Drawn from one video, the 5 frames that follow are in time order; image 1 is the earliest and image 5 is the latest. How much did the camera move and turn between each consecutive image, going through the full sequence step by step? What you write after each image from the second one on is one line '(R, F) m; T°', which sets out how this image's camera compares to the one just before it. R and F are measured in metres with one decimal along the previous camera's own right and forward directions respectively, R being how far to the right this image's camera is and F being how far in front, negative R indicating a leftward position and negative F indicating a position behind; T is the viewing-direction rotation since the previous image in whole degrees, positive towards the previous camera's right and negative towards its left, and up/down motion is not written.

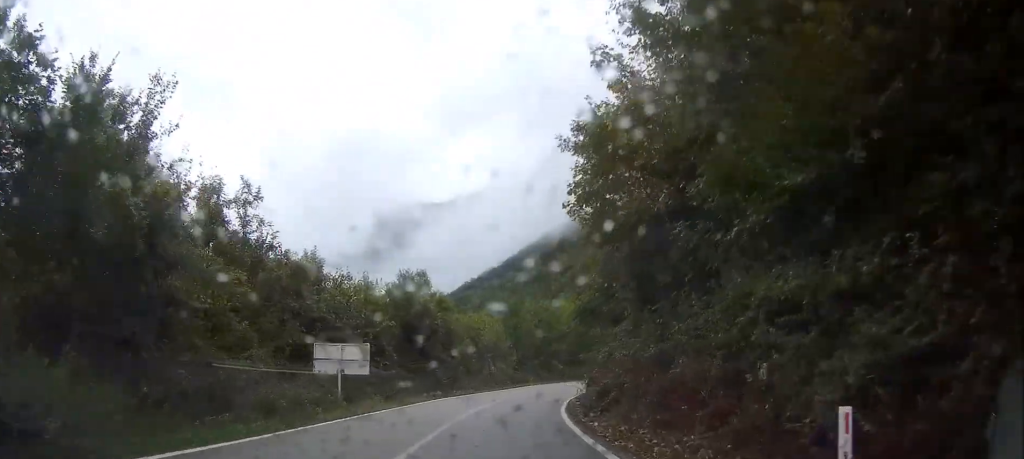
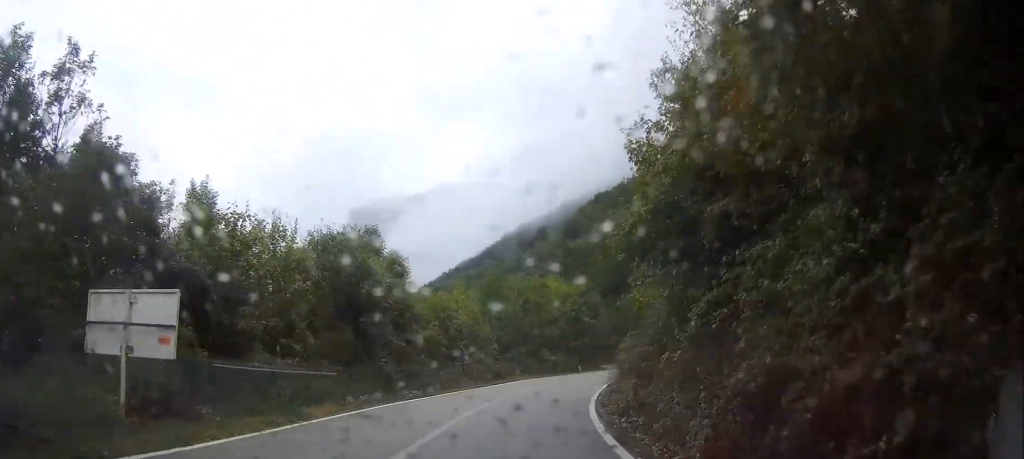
(+0.1, +13.0) m; +2°
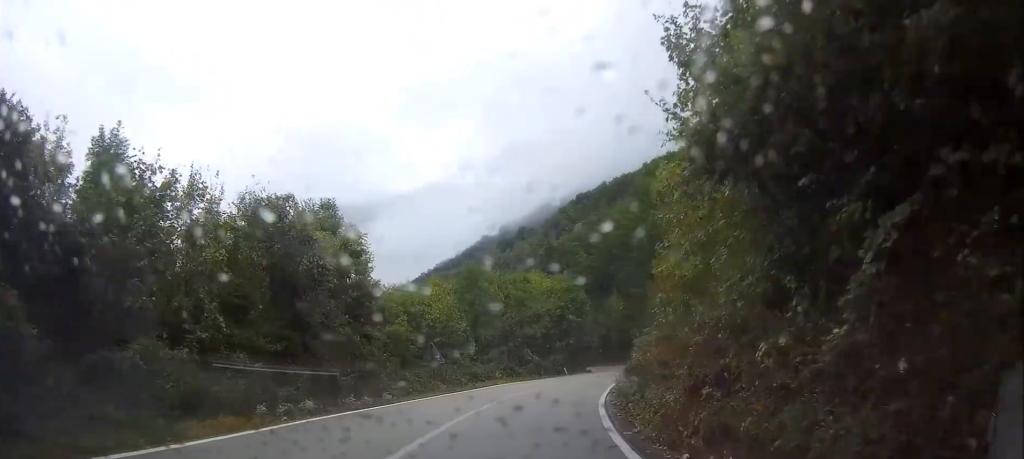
(-0.1, +6.0) m; +2°
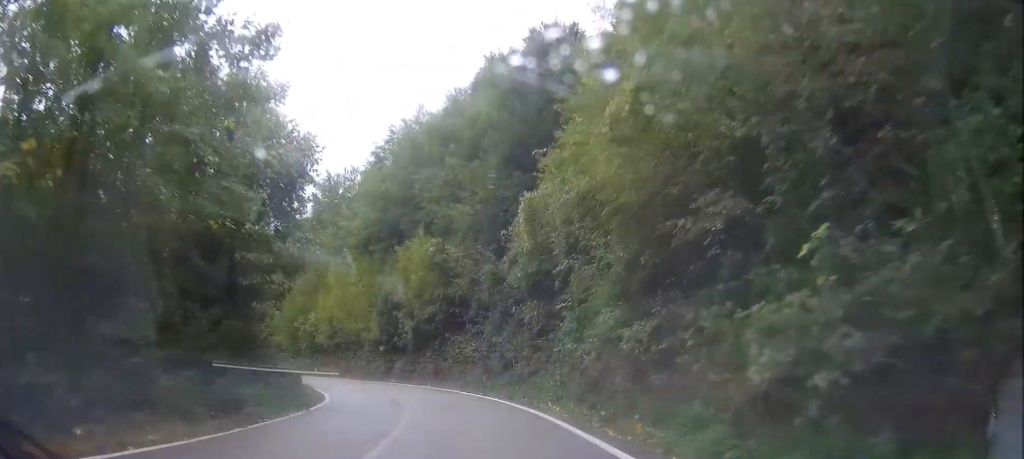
(+9.8, +61.0) m; +11°
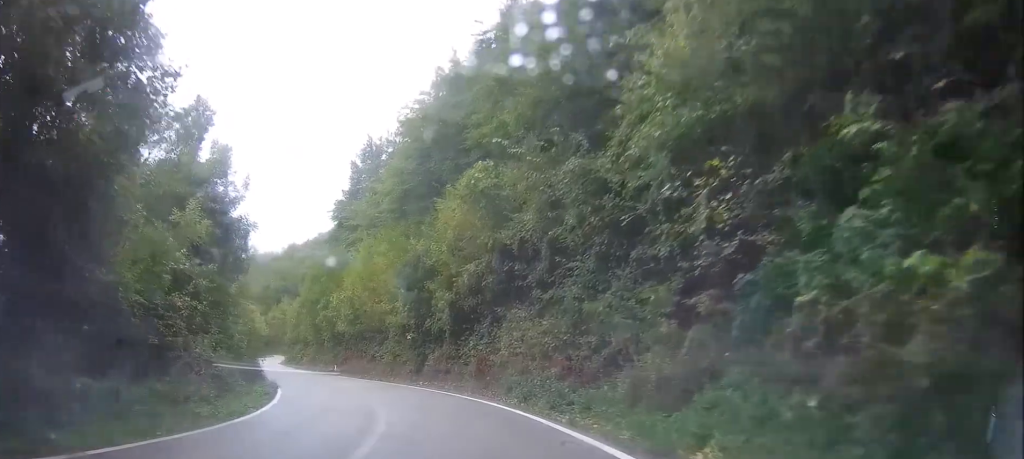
(0.0, +17.1) m; -2°
